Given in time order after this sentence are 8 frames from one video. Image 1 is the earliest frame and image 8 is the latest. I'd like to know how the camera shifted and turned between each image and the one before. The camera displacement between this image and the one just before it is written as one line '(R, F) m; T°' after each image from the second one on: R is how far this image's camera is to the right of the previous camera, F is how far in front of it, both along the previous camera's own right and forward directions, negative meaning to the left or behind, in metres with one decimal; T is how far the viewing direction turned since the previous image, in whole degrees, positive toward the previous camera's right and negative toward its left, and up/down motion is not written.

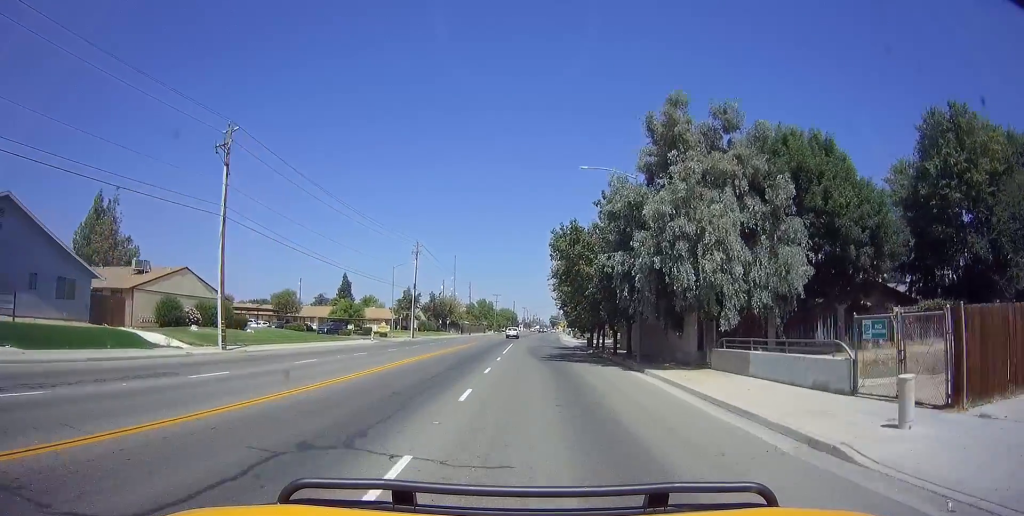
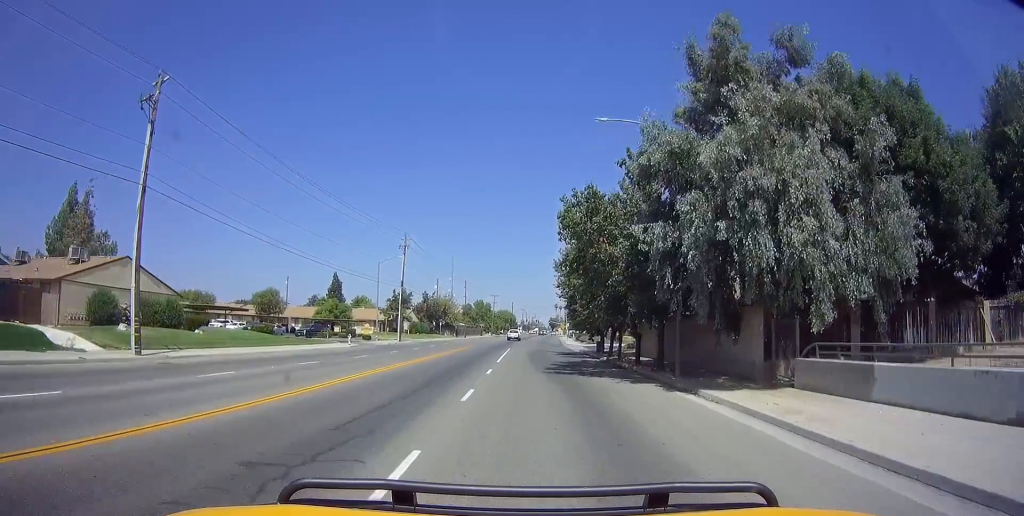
(0.0, +7.0) m; 0°
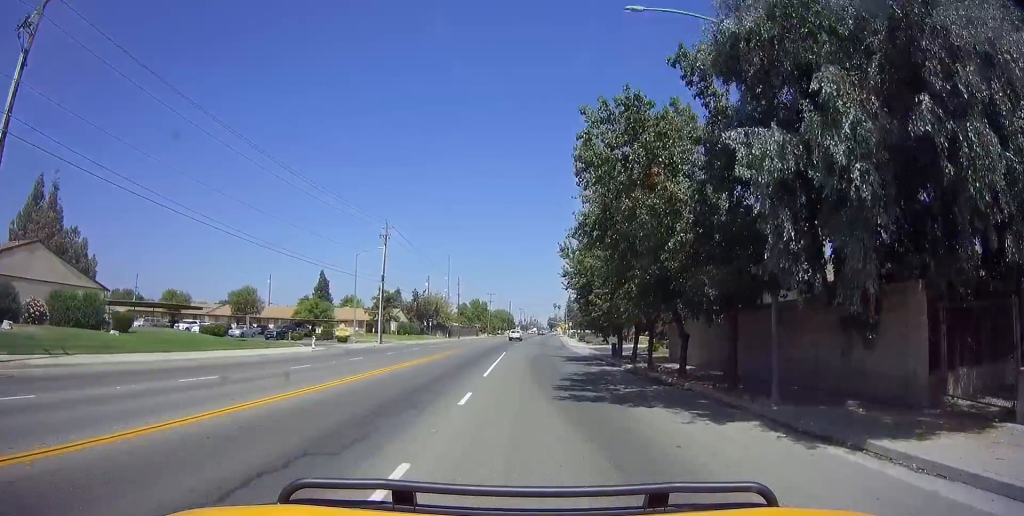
(0.0, +8.1) m; 0°
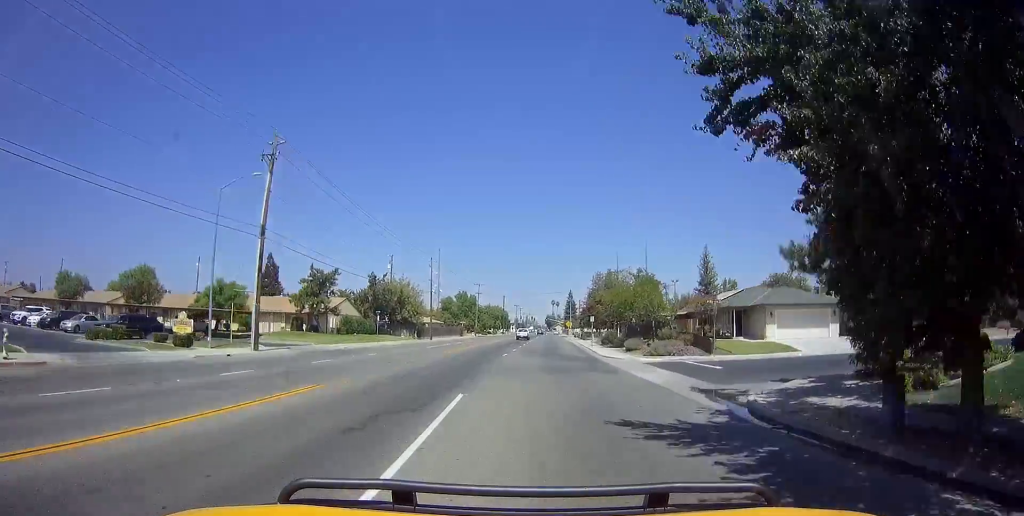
(+0.7, +27.1) m; +3°
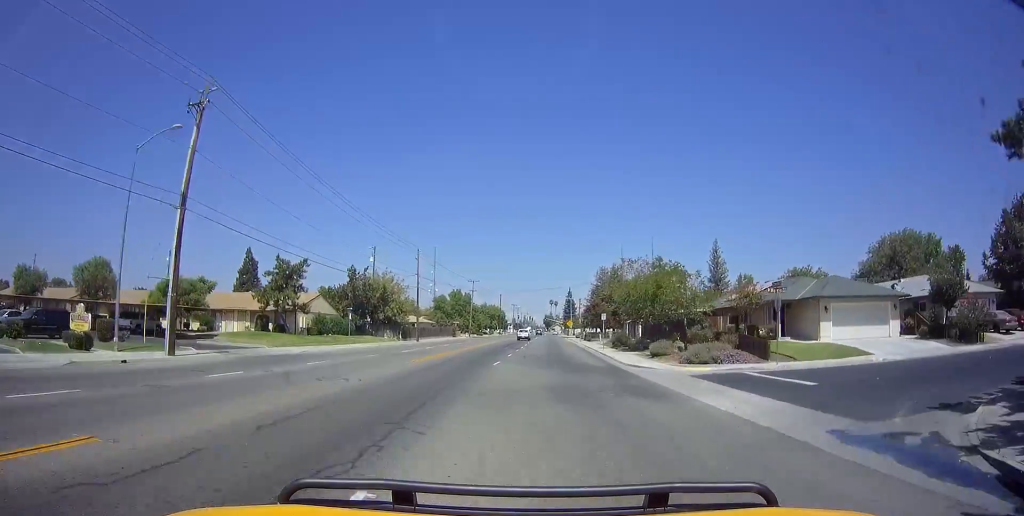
(+0.3, +8.1) m; 0°
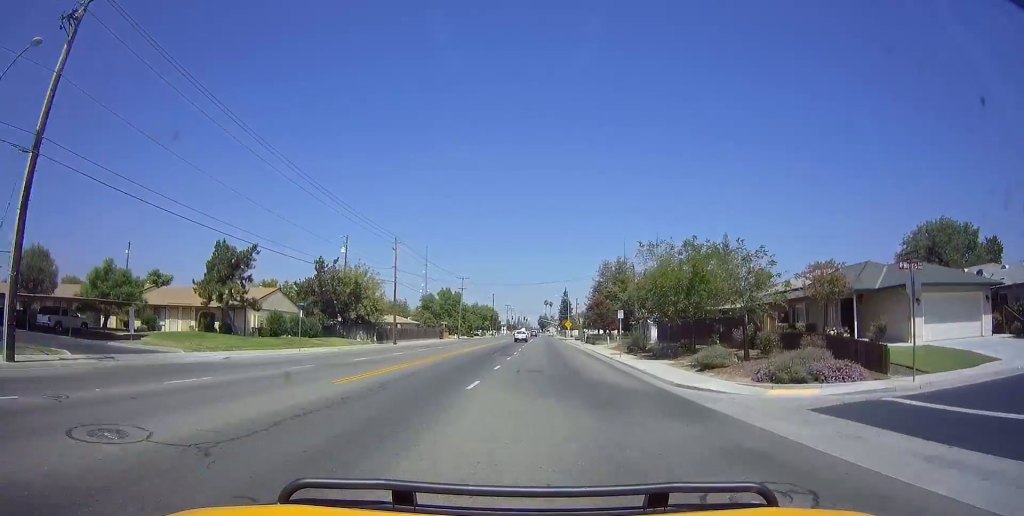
(-0.4, +9.1) m; 0°
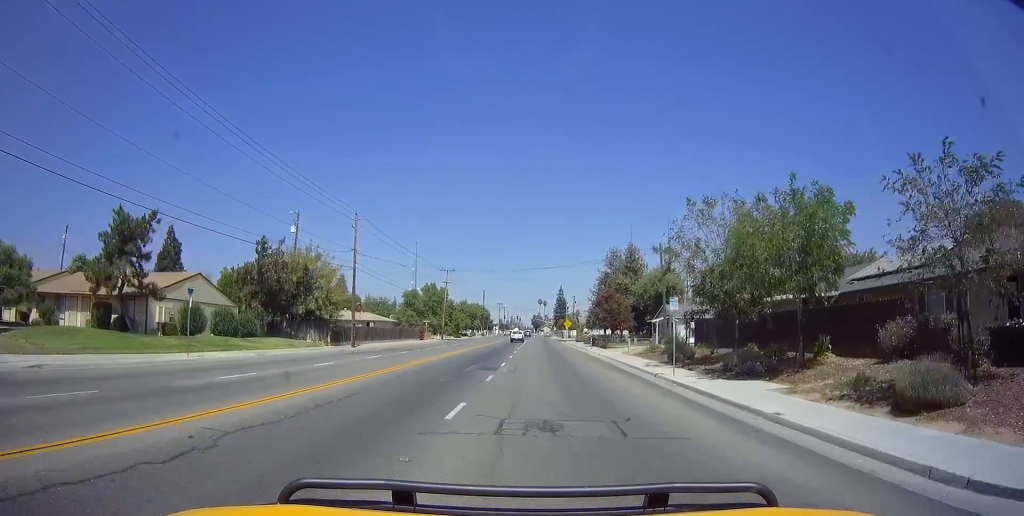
(-0.1, +12.2) m; +1°
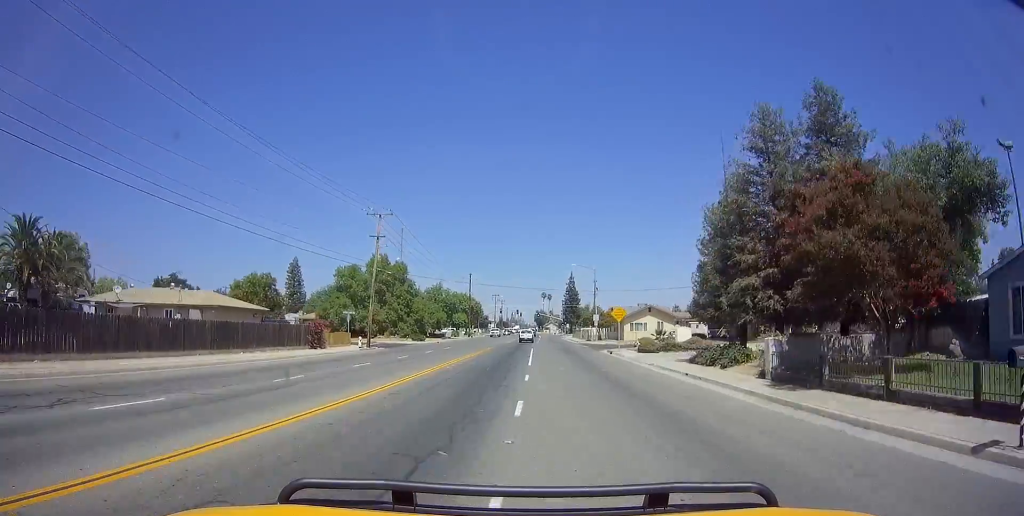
(+1.1, +42.9) m; -1°
